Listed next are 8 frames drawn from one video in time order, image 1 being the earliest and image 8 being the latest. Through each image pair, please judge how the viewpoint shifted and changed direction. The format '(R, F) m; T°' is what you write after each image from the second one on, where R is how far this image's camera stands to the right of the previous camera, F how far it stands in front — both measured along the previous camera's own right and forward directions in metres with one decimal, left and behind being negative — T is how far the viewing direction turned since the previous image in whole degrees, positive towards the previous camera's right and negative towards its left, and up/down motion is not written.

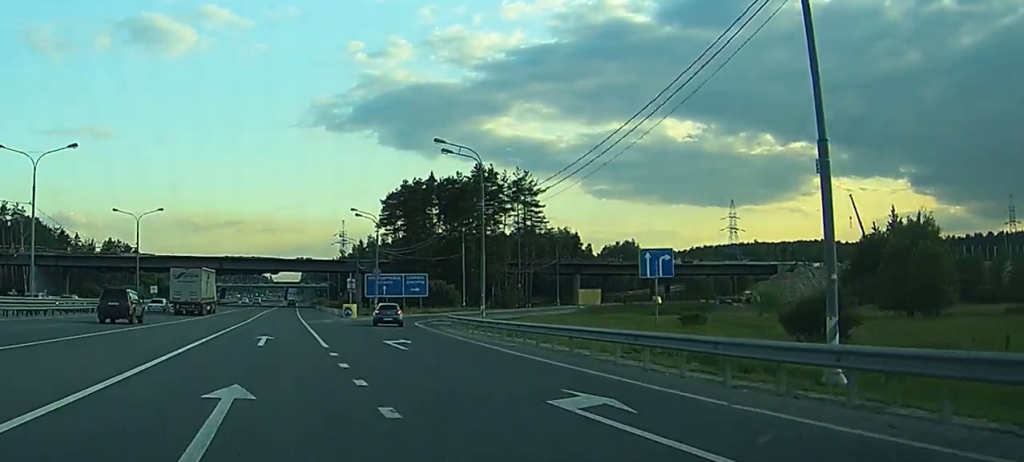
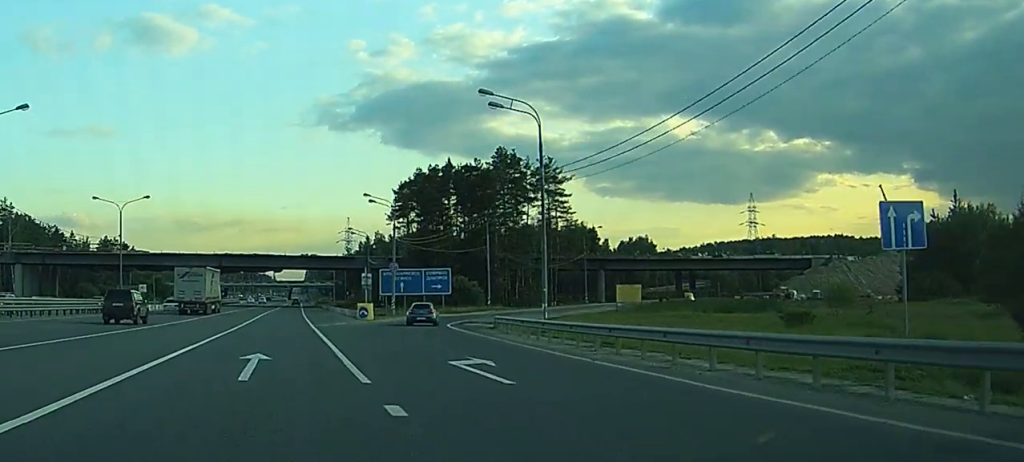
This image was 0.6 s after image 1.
(+1.4, +12.1) m; +6°
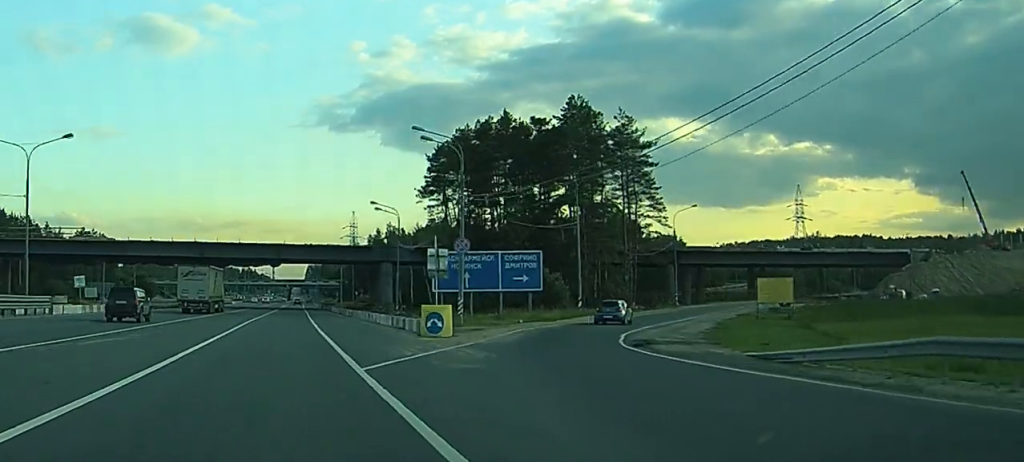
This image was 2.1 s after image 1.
(+0.3, +32.1) m; +1°
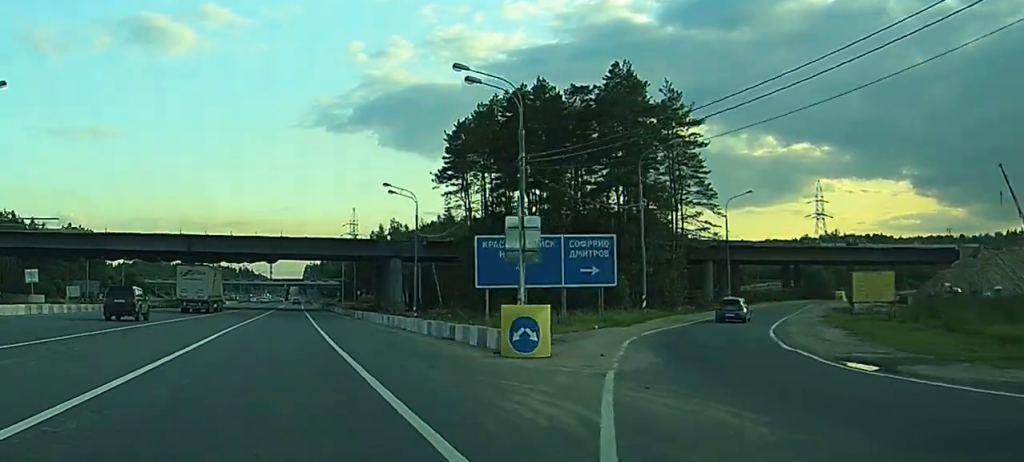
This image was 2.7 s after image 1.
(0.0, +13.6) m; 0°
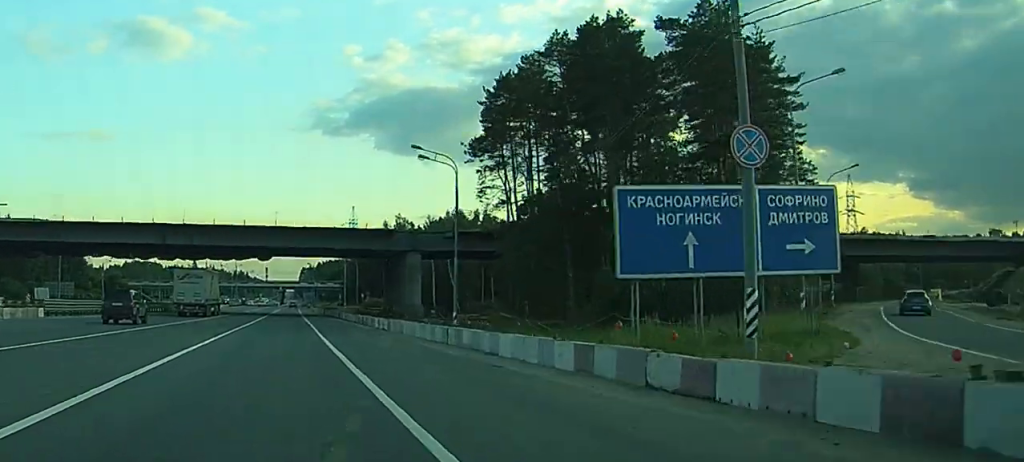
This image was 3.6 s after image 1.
(0.0, +19.4) m; 0°
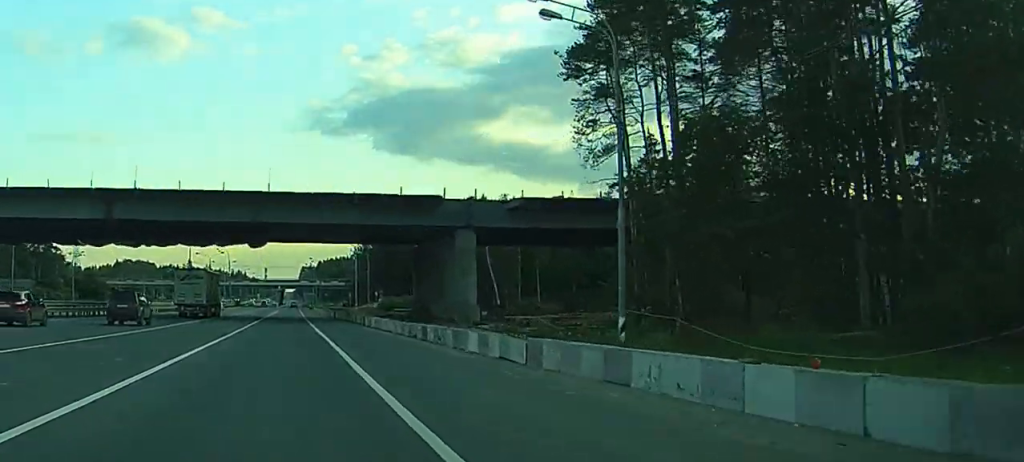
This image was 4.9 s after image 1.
(-0.1, +28.1) m; 0°
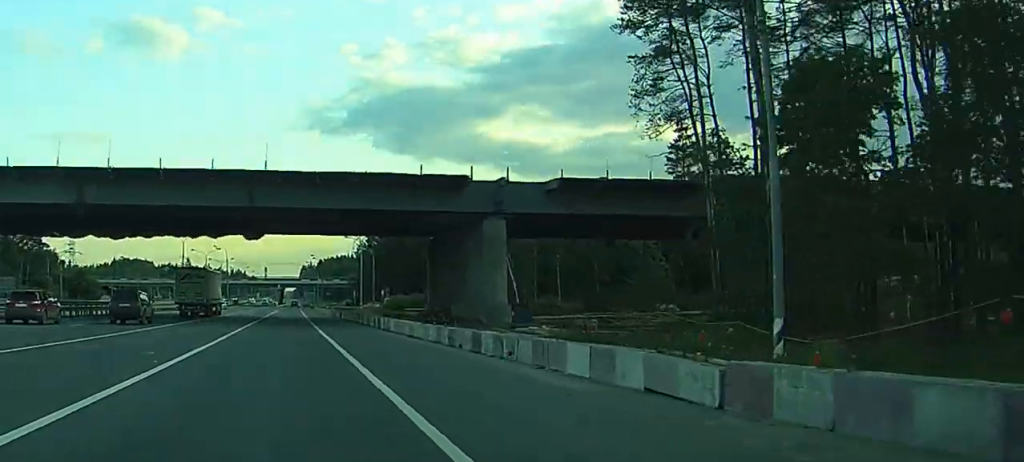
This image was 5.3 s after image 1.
(-0.1, +9.4) m; 0°
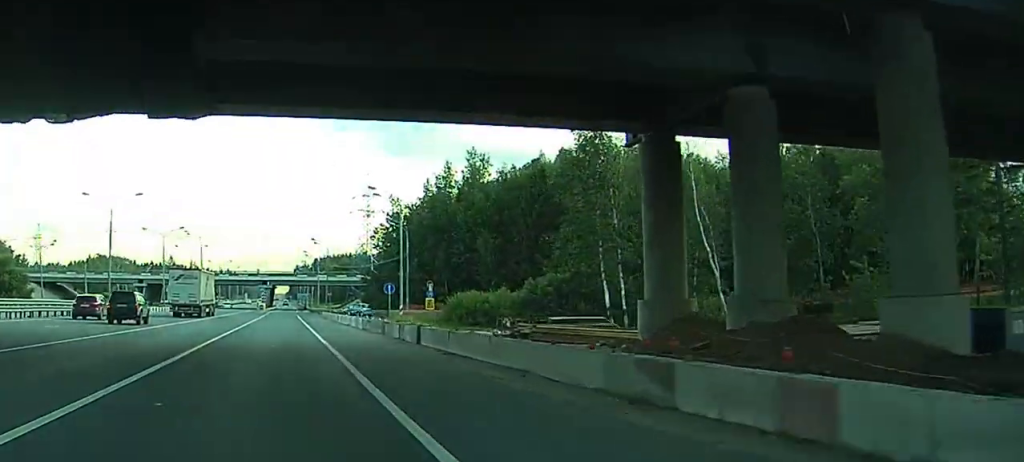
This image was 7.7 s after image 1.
(+0.6, +51.1) m; +1°
